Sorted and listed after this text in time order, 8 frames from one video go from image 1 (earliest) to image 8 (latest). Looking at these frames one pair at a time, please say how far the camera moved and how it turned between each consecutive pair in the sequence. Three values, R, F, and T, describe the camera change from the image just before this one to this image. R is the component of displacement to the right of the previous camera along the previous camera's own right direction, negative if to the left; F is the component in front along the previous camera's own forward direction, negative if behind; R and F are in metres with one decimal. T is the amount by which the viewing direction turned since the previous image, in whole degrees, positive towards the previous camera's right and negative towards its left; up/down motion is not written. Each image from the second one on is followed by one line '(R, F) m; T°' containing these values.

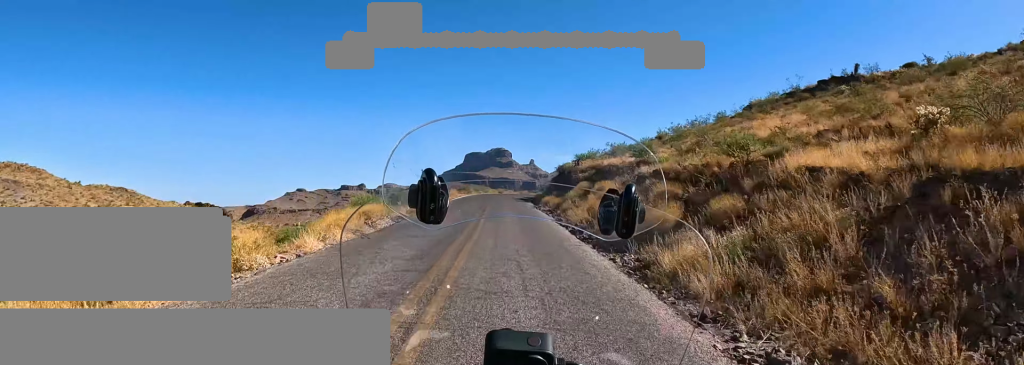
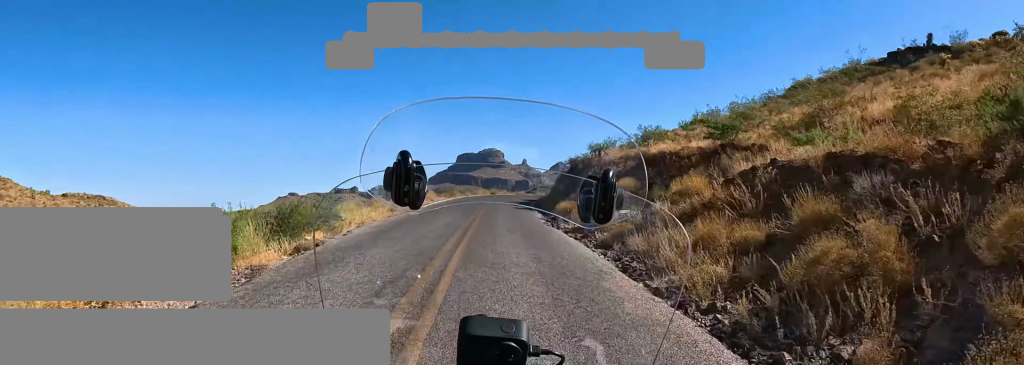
(+0.7, +12.5) m; +1°
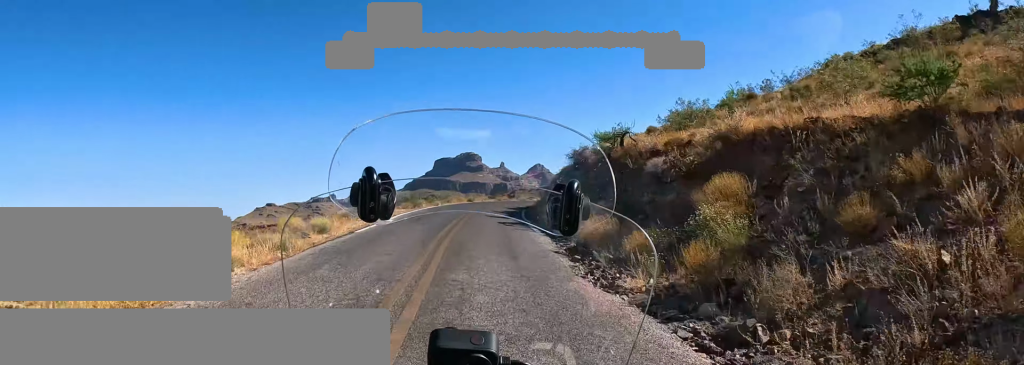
(0.0, +10.3) m; -1°
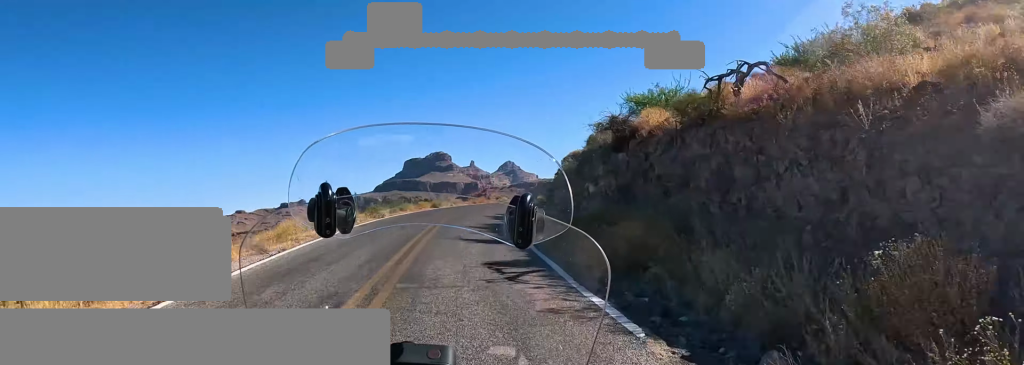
(-0.5, +12.4) m; -2°
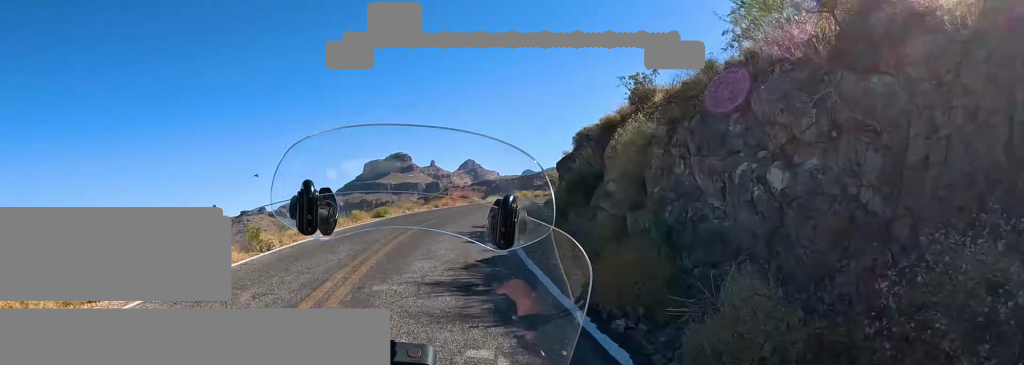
(0.0, +11.1) m; +3°
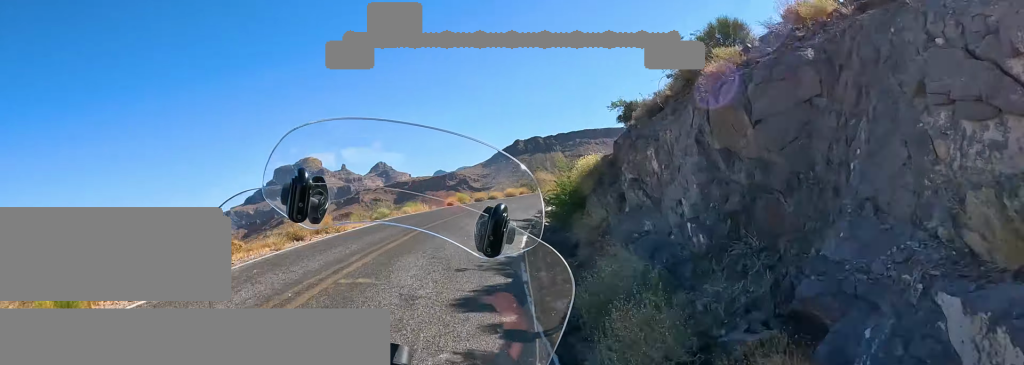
(+1.0, +17.9) m; +9°
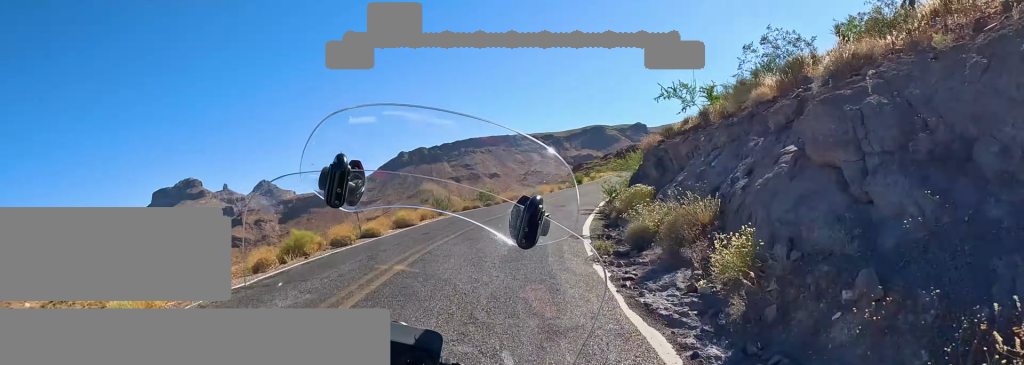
(+1.8, +18.4) m; +10°
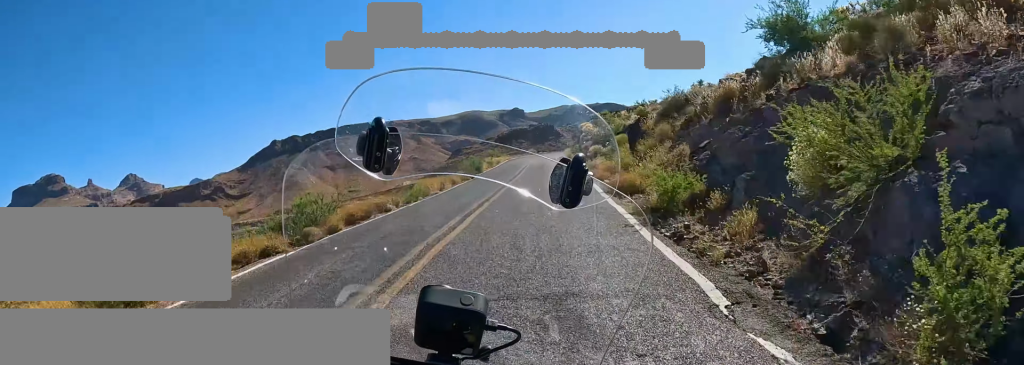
(+2.4, +16.2) m; +20°
